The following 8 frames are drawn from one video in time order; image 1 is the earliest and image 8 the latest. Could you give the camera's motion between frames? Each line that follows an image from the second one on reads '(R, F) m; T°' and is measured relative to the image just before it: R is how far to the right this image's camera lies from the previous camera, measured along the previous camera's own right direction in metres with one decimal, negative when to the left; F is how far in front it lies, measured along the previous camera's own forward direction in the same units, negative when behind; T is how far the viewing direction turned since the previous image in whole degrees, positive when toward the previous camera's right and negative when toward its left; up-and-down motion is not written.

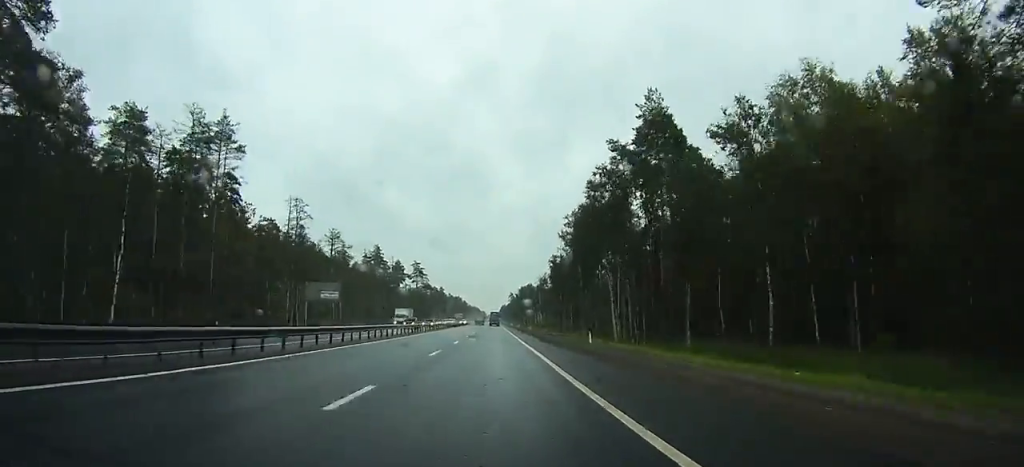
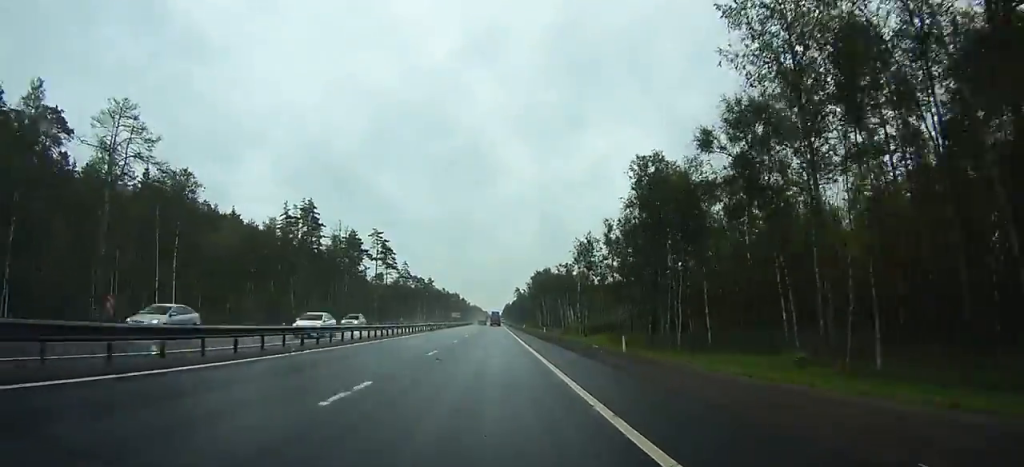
(+0.2, +61.8) m; 0°
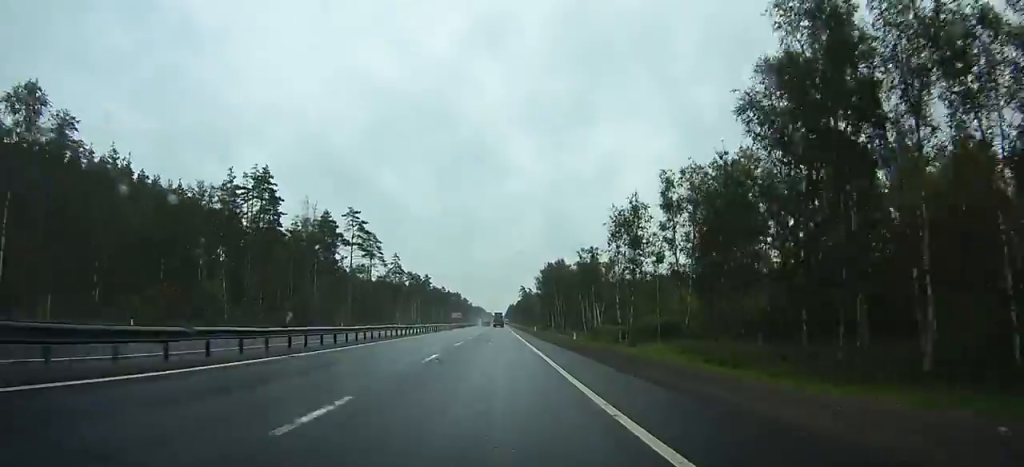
(0.0, +23.2) m; 0°
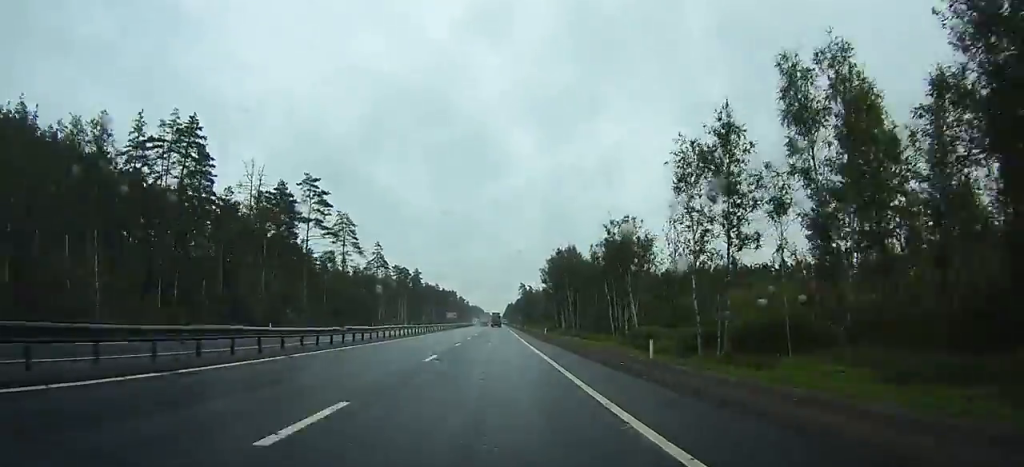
(0.0, +22.8) m; 0°
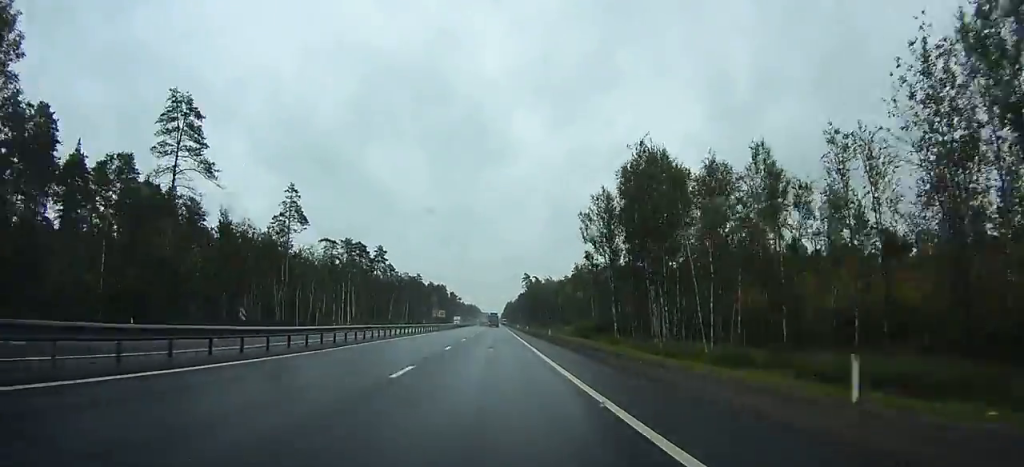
(-0.4, +66.3) m; -1°
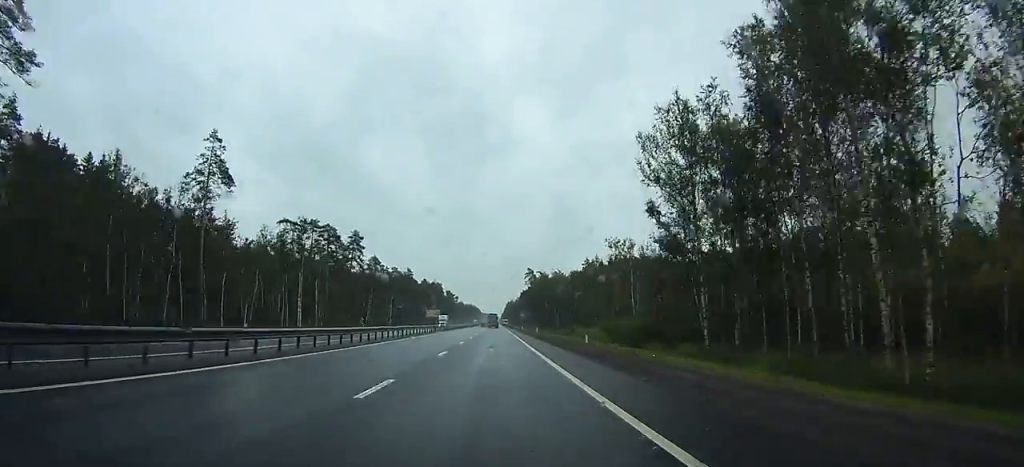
(0.0, +29.0) m; 0°
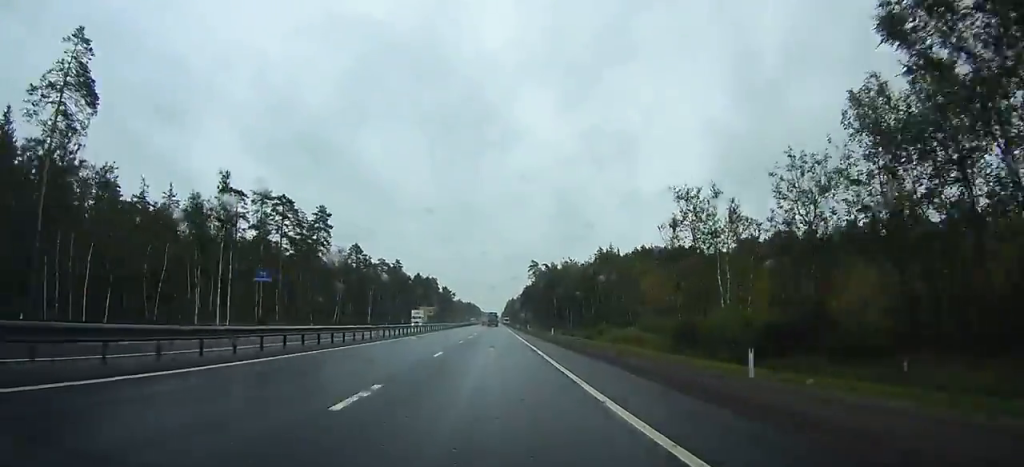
(0.0, +27.4) m; 0°
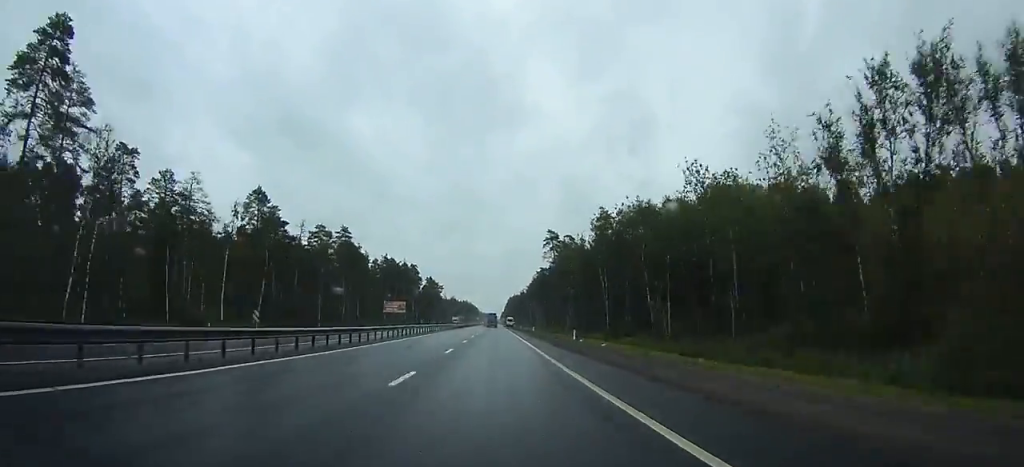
(-0.1, +72.3) m; 0°
